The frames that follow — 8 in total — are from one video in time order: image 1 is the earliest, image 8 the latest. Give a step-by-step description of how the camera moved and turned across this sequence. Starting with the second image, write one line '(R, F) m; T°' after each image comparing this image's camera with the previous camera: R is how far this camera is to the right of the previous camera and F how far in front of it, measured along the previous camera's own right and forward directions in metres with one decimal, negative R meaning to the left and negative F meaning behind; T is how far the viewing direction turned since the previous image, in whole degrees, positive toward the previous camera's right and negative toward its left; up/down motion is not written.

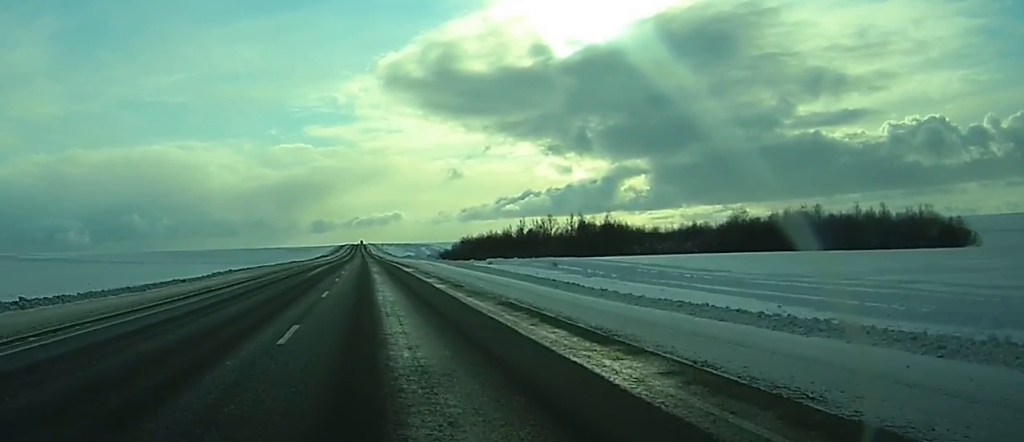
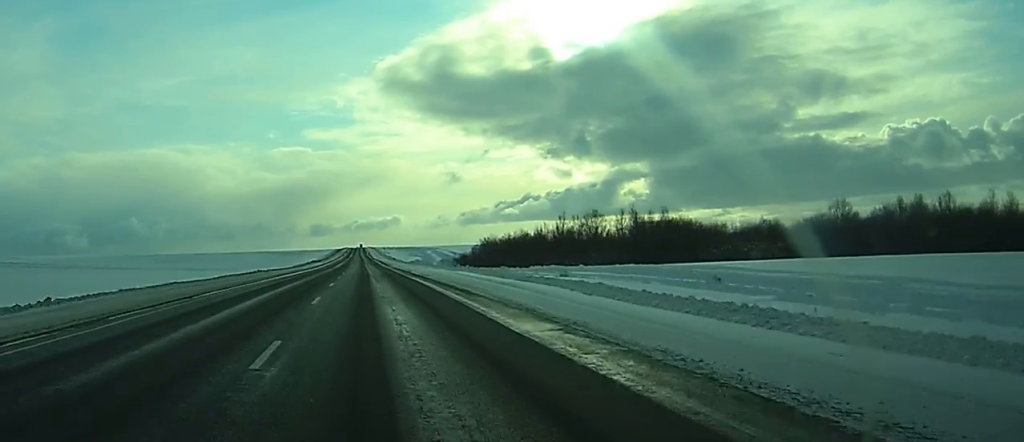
(+0.1, +38.4) m; 0°
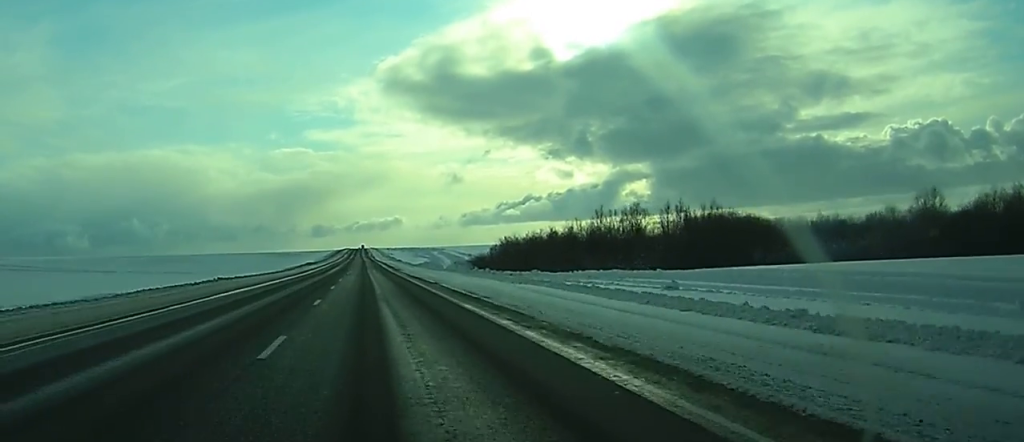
(0.0, +23.0) m; 0°
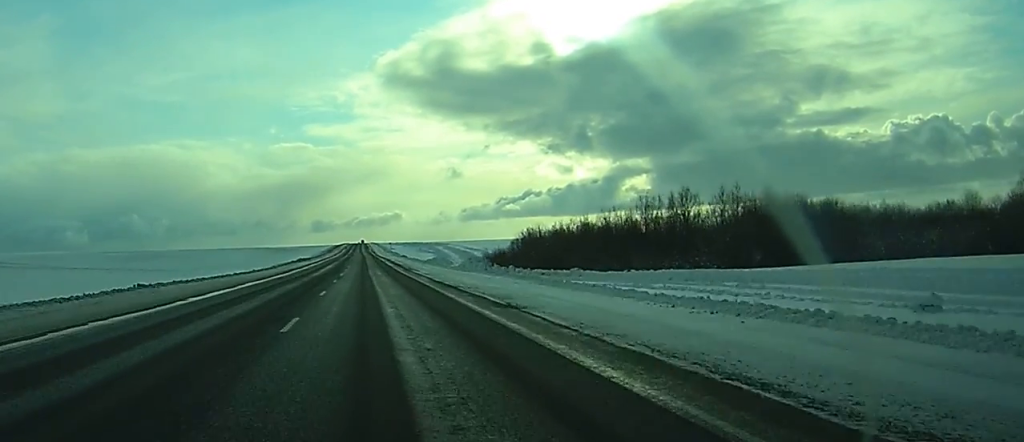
(+0.1, +20.8) m; 0°
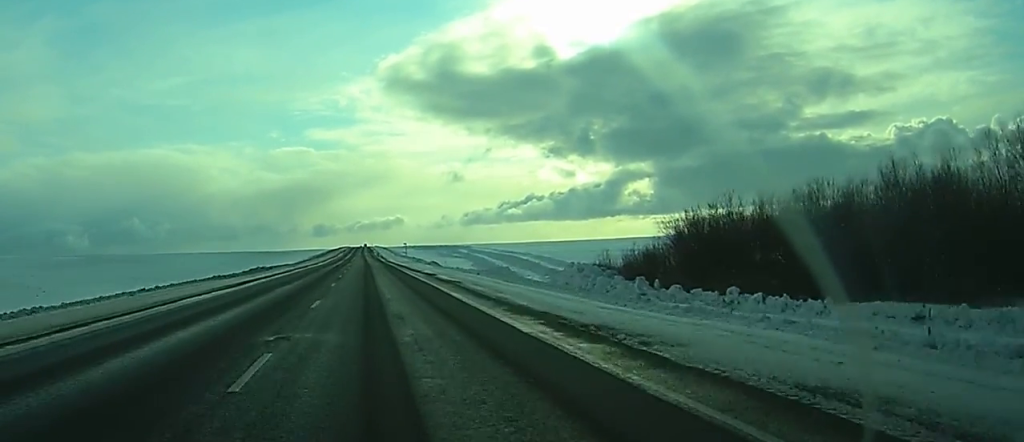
(+0.1, +66.2) m; 0°
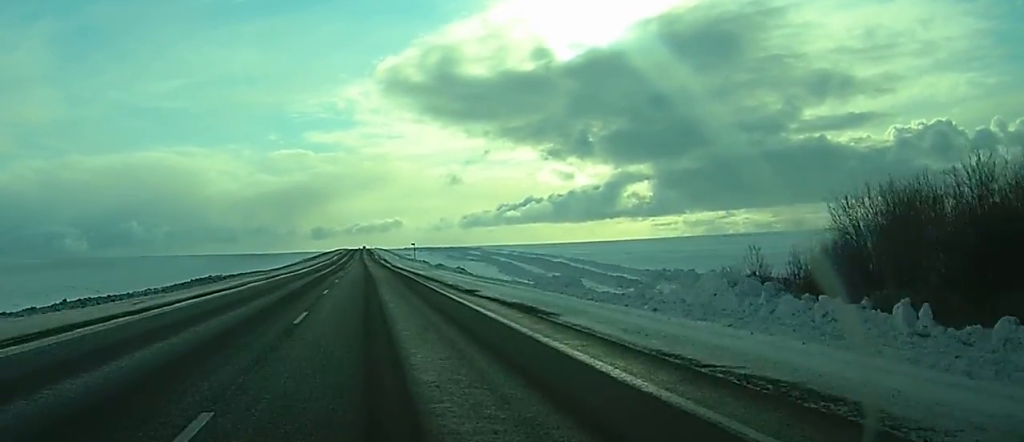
(+0.1, +28.1) m; 0°
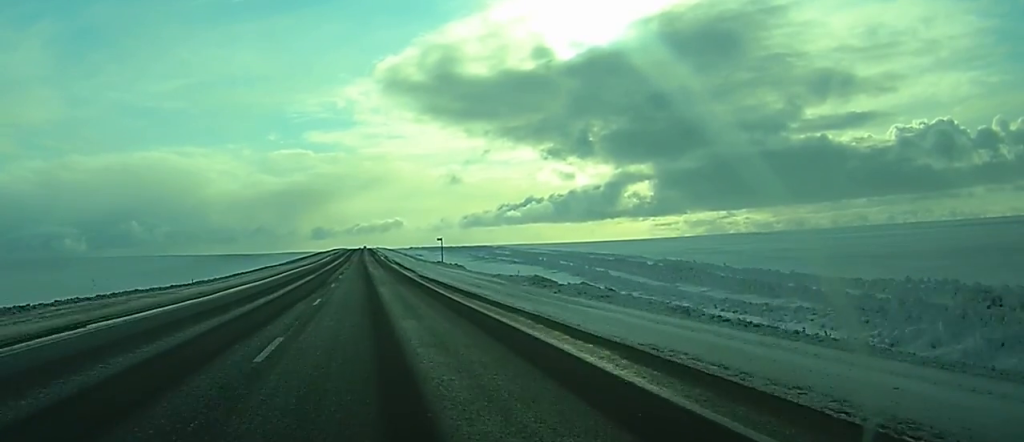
(+0.1, +42.1) m; 0°
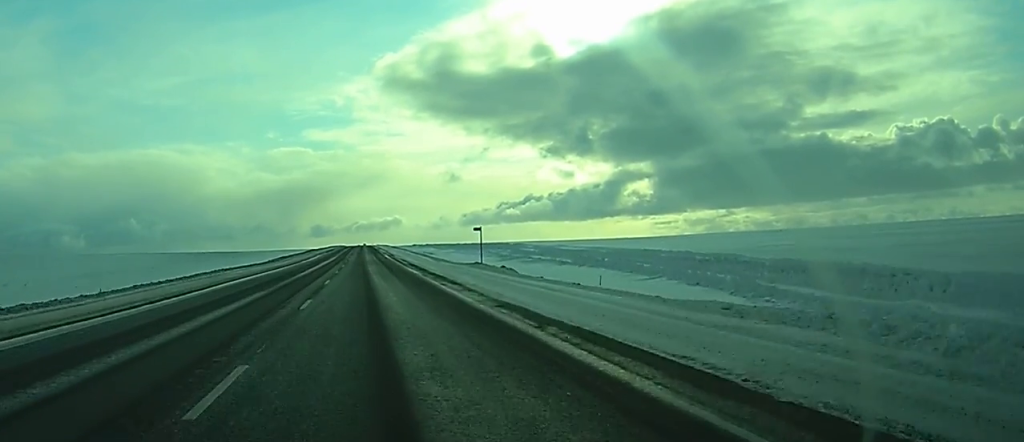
(+0.1, +28.0) m; 0°
